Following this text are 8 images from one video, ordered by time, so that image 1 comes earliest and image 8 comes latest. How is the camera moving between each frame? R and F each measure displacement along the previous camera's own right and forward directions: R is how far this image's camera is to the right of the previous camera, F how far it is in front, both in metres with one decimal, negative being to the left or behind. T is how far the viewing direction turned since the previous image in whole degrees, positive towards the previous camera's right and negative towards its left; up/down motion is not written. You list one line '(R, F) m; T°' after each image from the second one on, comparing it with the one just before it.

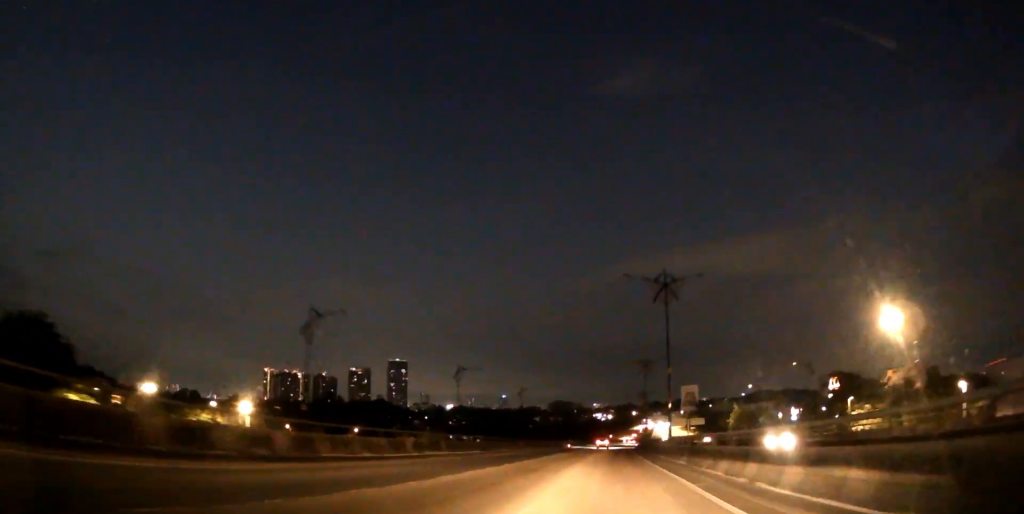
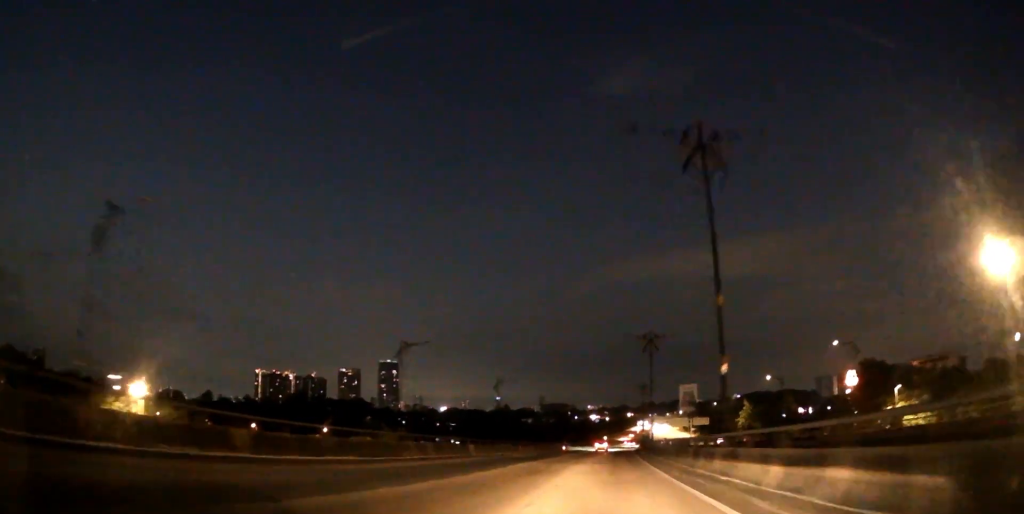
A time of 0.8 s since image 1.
(+0.1, +20.3) m; 0°
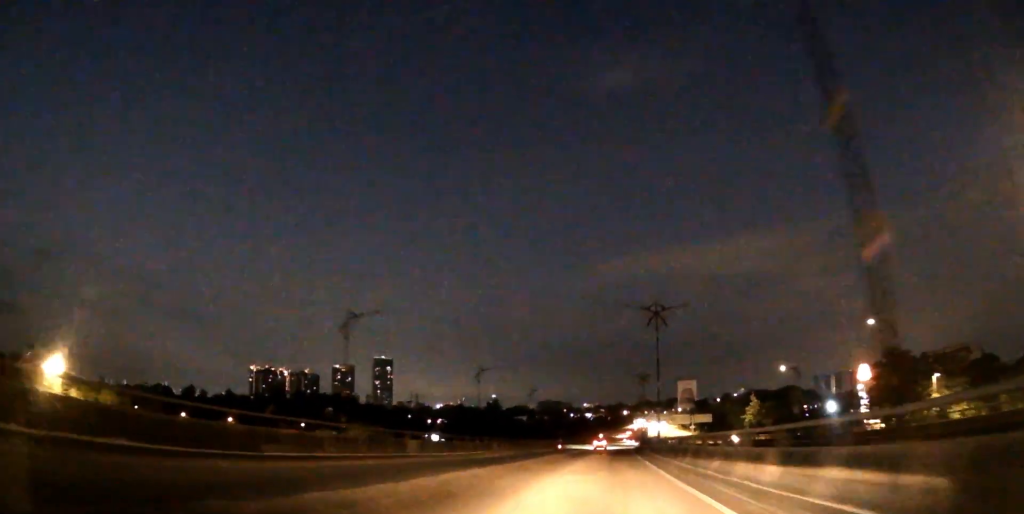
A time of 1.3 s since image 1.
(0.0, +12.7) m; 0°
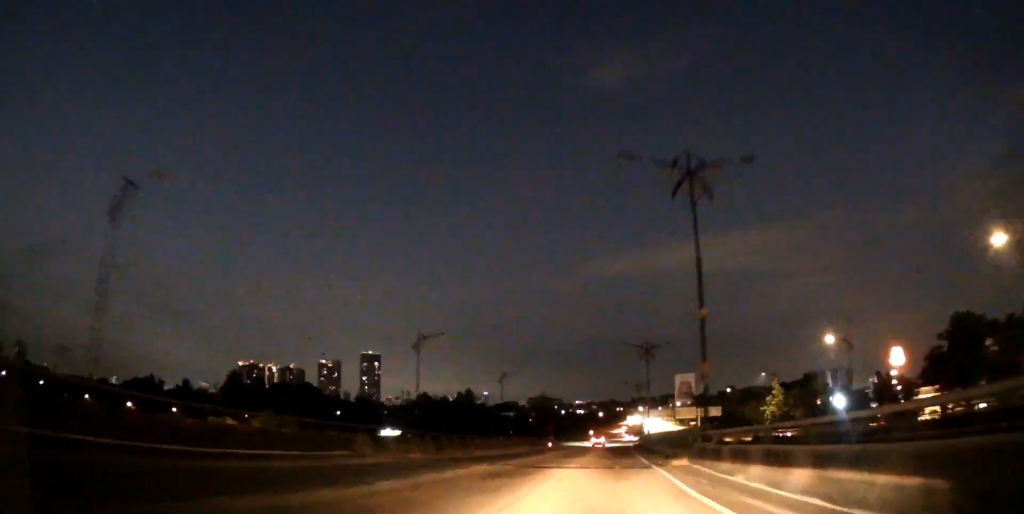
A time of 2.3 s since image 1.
(+0.1, +26.7) m; +1°
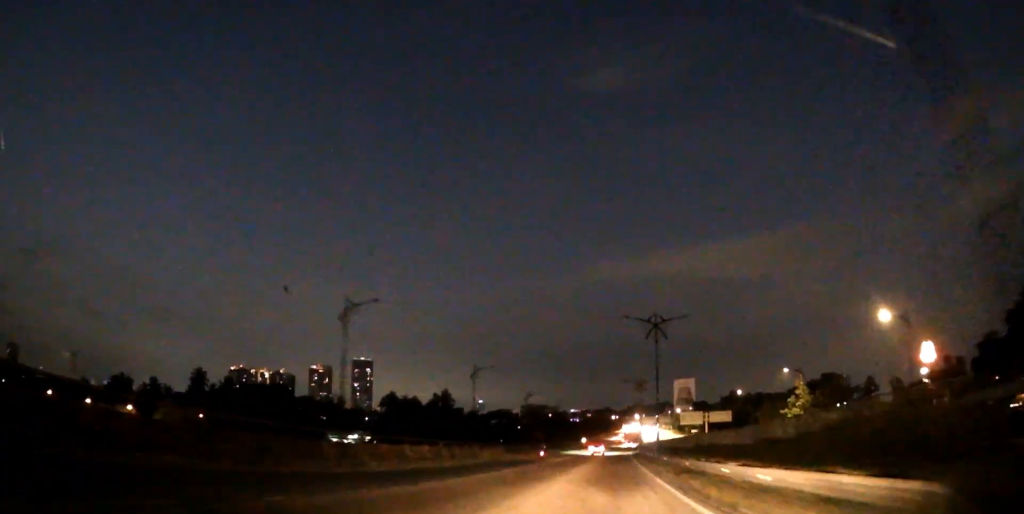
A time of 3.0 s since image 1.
(0.0, +17.8) m; +1°
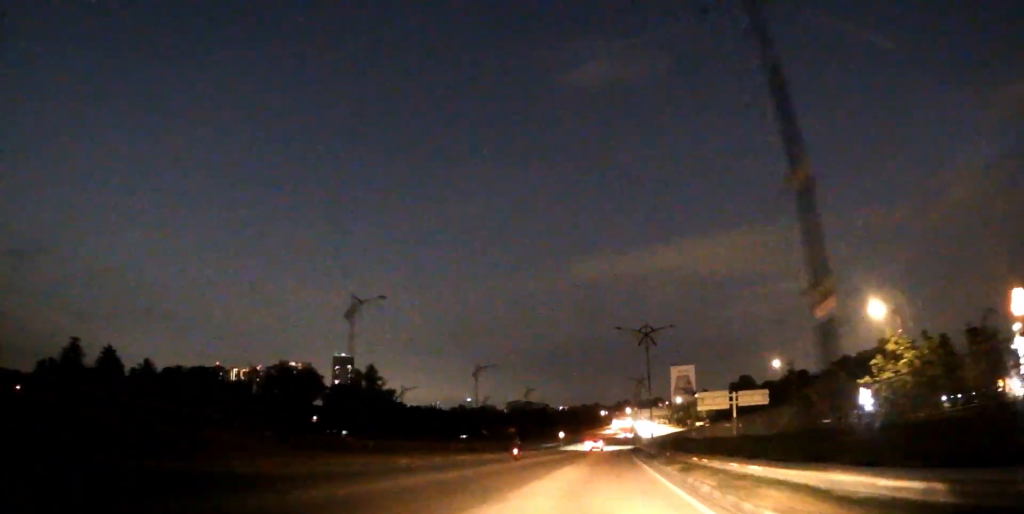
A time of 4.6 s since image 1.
(+0.7, +39.8) m; +1°
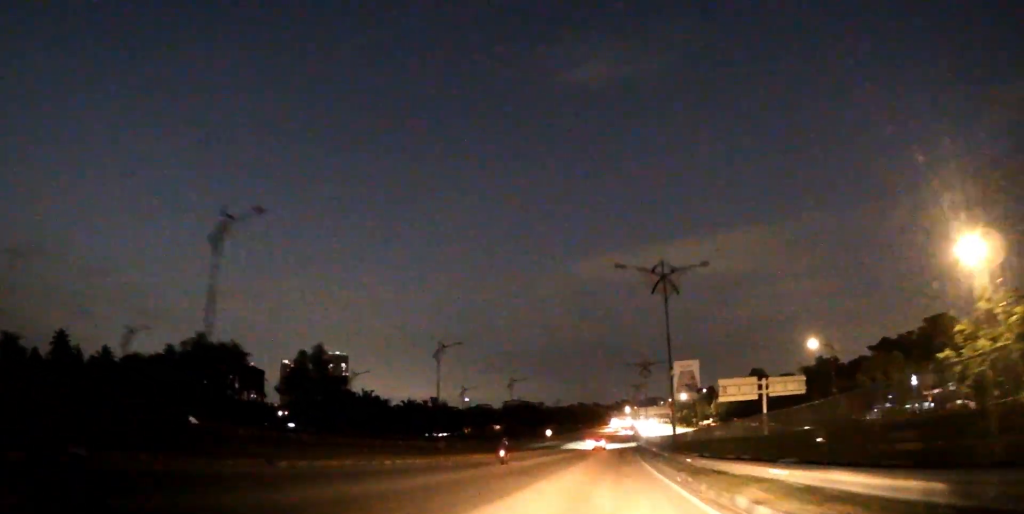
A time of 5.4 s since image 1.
(0.0, +19.1) m; 0°
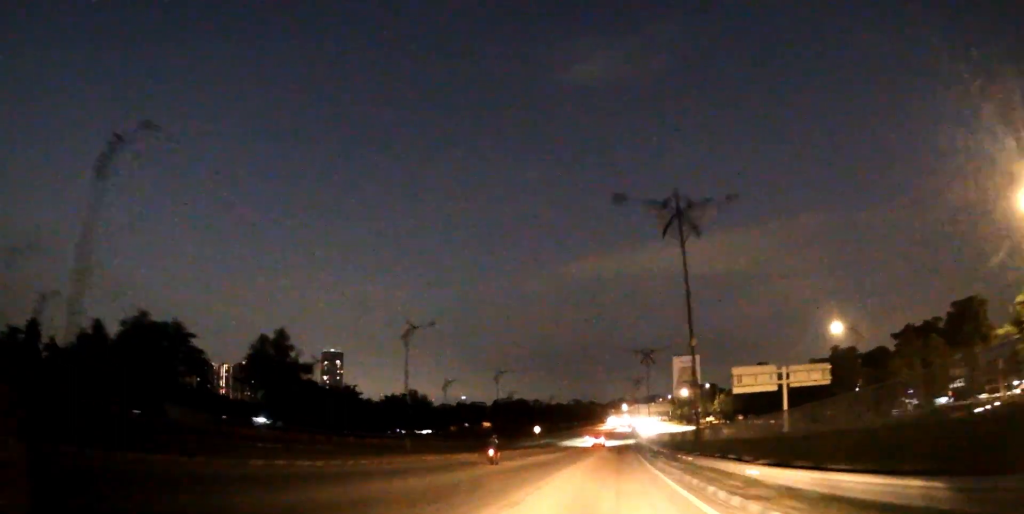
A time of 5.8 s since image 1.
(0.0, +10.6) m; 0°
